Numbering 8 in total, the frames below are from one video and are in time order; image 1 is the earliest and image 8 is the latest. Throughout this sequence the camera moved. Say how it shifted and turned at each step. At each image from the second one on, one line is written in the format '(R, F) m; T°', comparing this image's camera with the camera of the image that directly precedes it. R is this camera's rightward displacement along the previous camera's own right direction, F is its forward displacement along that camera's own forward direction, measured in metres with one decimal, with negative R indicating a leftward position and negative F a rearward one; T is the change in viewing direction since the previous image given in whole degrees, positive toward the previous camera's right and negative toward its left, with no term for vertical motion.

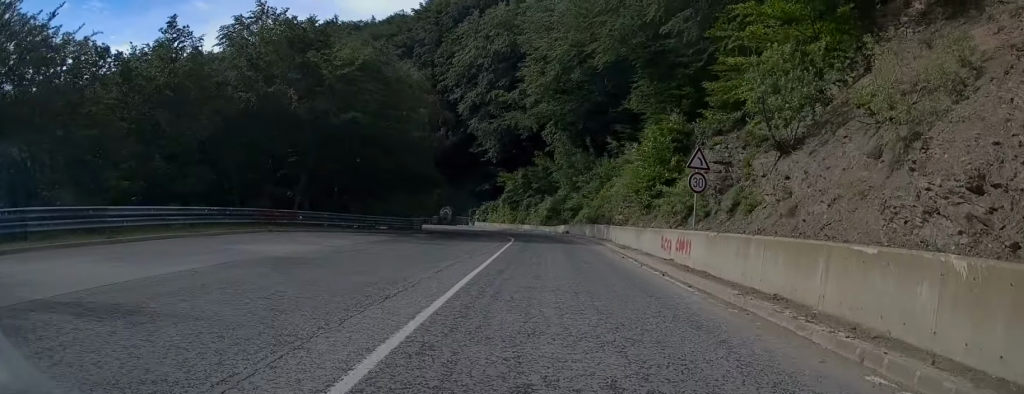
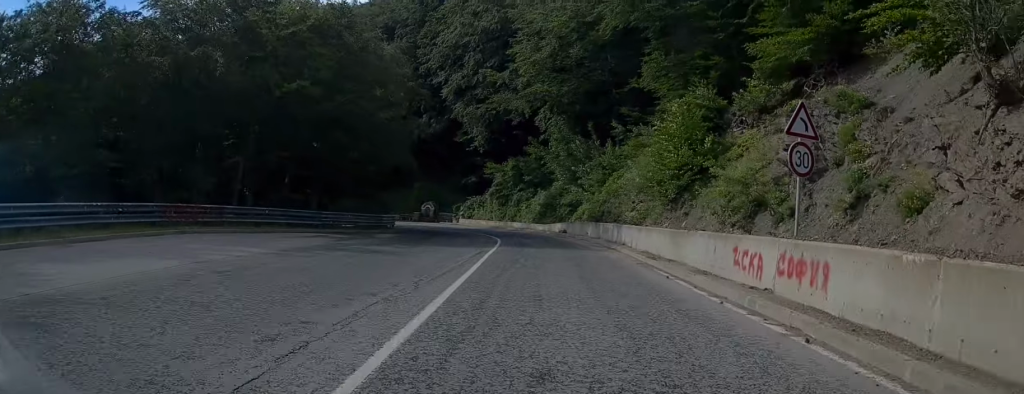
(-0.1, +8.4) m; 0°
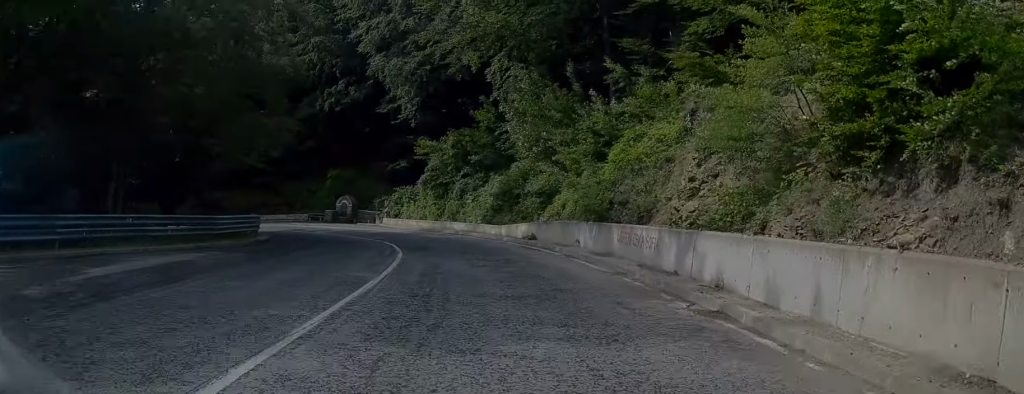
(+0.4, +19.7) m; 0°
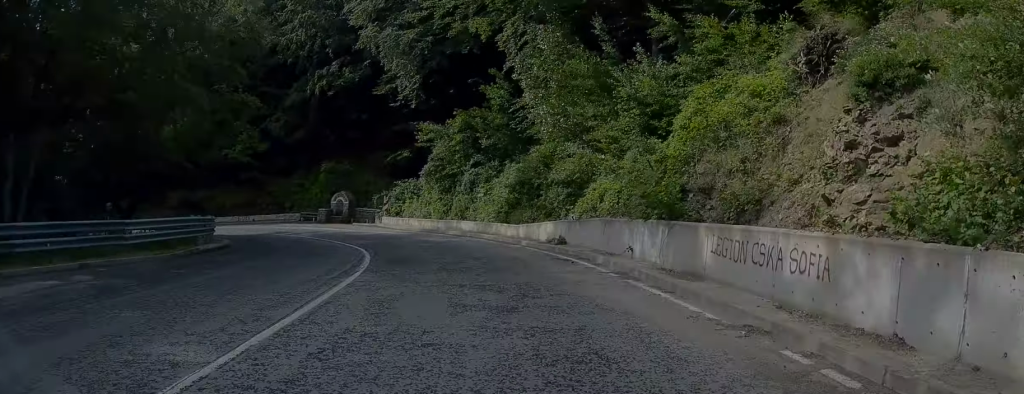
(+0.1, +7.4) m; -1°
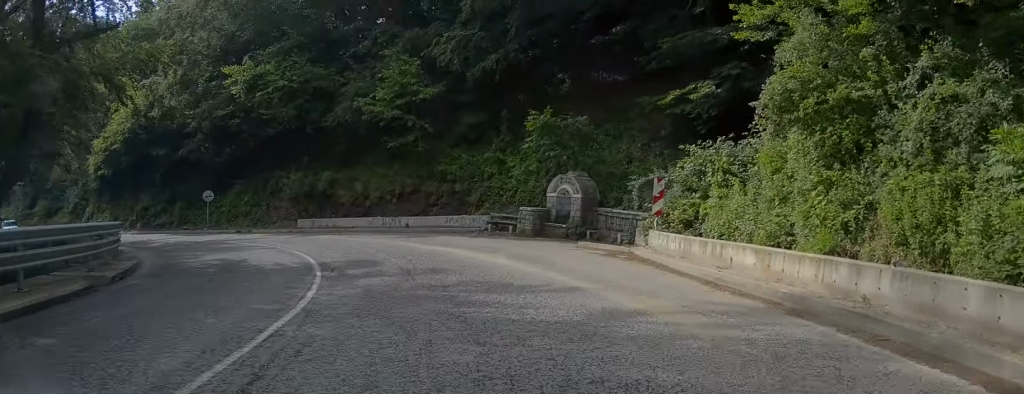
(-2.6, +26.7) m; -14°
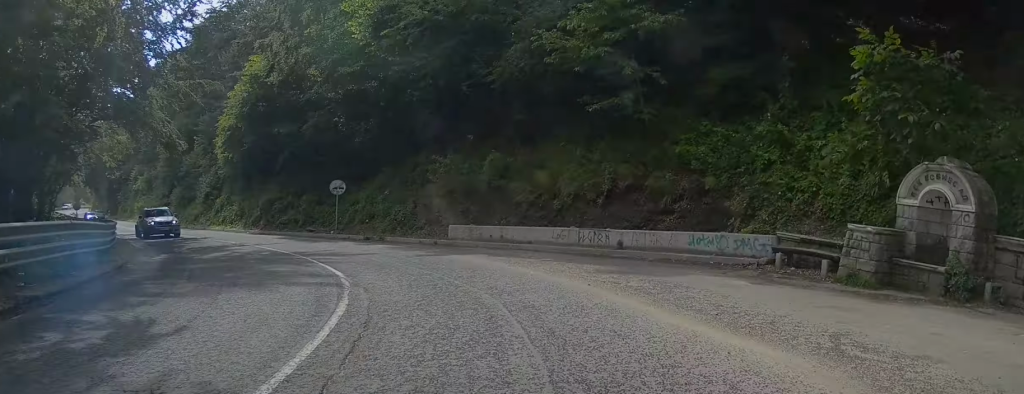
(-1.0, +12.0) m; -12°
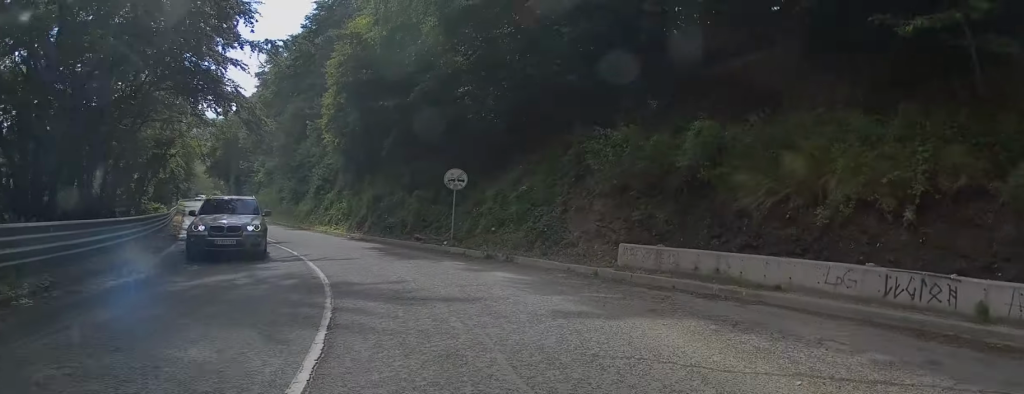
(-0.9, +8.4) m; -10°
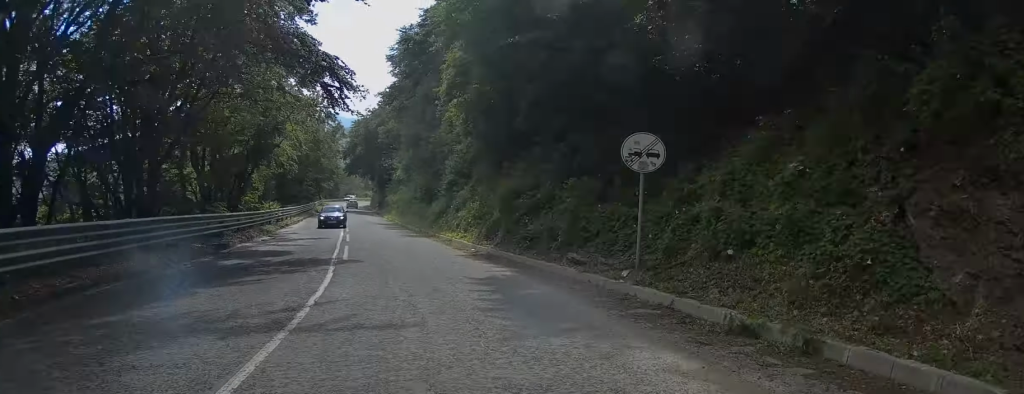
(-0.8, +8.7) m; -16°
